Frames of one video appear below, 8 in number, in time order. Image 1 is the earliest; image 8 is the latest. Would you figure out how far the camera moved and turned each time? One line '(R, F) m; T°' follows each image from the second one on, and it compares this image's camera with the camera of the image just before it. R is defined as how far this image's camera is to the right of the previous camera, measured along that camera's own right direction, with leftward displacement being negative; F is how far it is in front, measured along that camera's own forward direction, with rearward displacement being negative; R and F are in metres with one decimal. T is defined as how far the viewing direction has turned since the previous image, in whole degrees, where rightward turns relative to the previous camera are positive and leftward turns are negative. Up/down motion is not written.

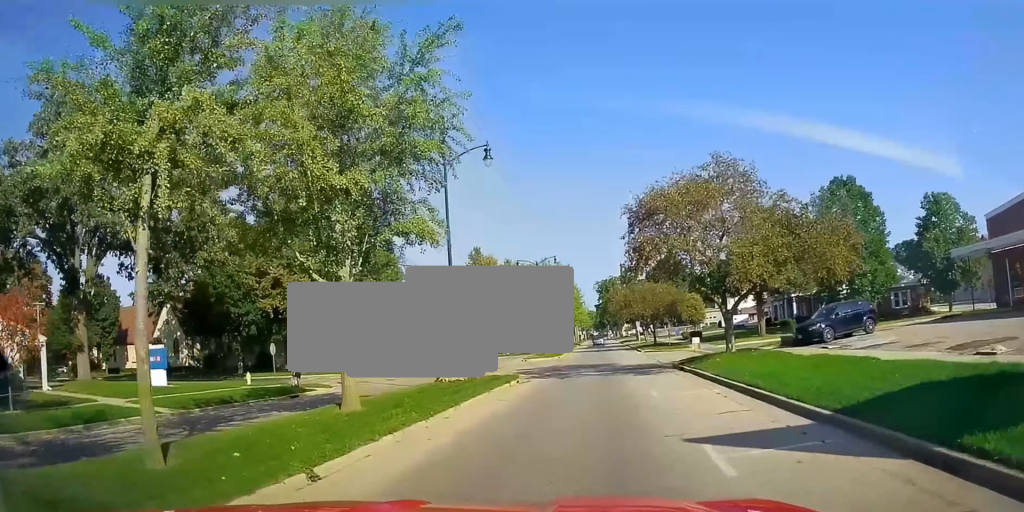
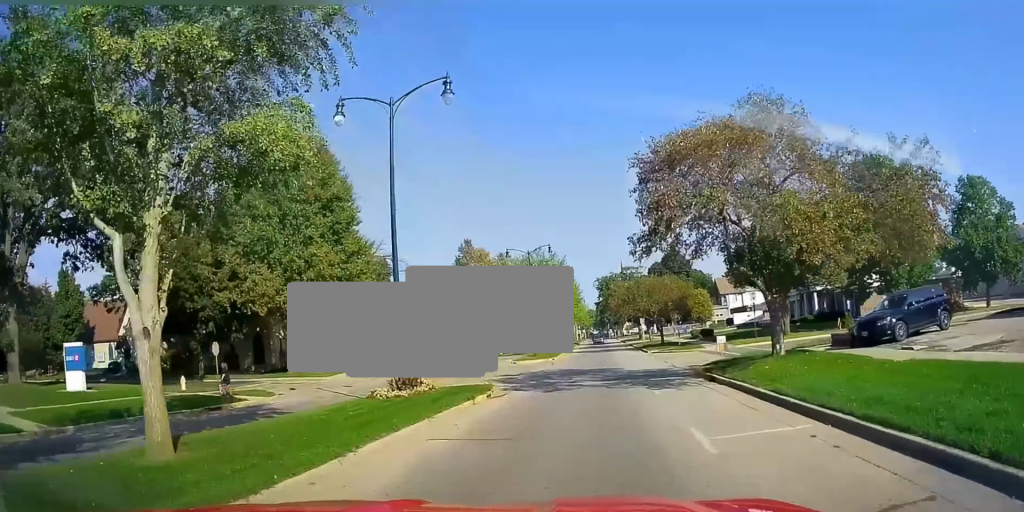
(+0.1, +6.9) m; +1°
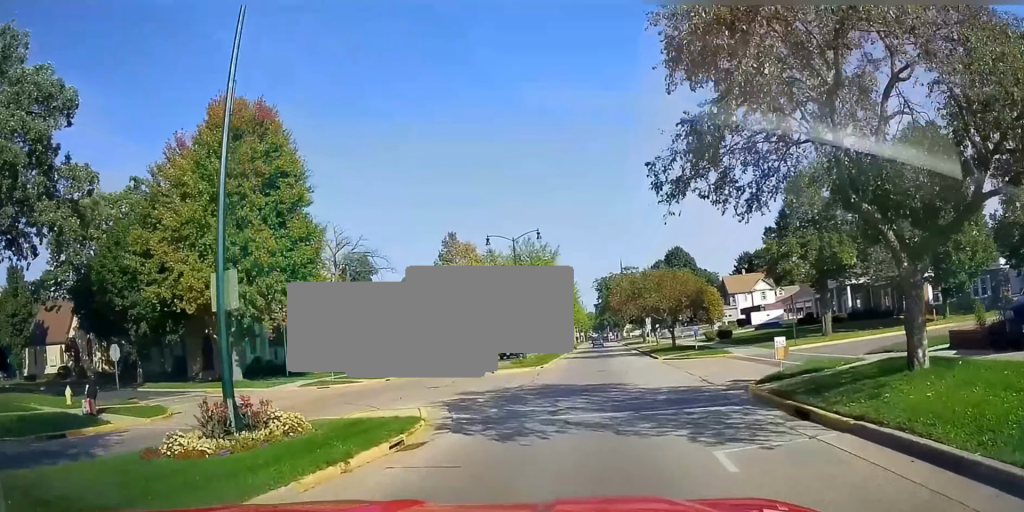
(+0.2, +8.8) m; +1°
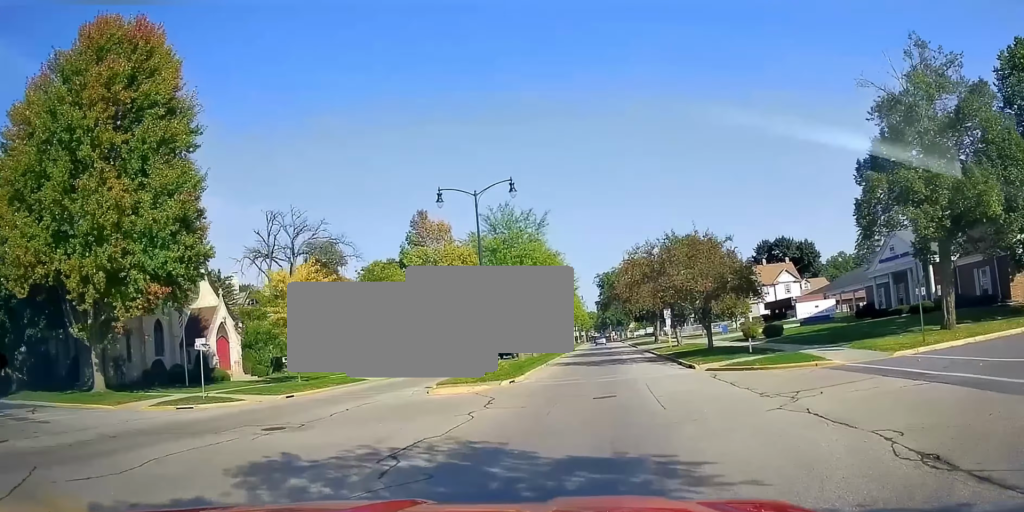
(0.0, +14.2) m; -1°
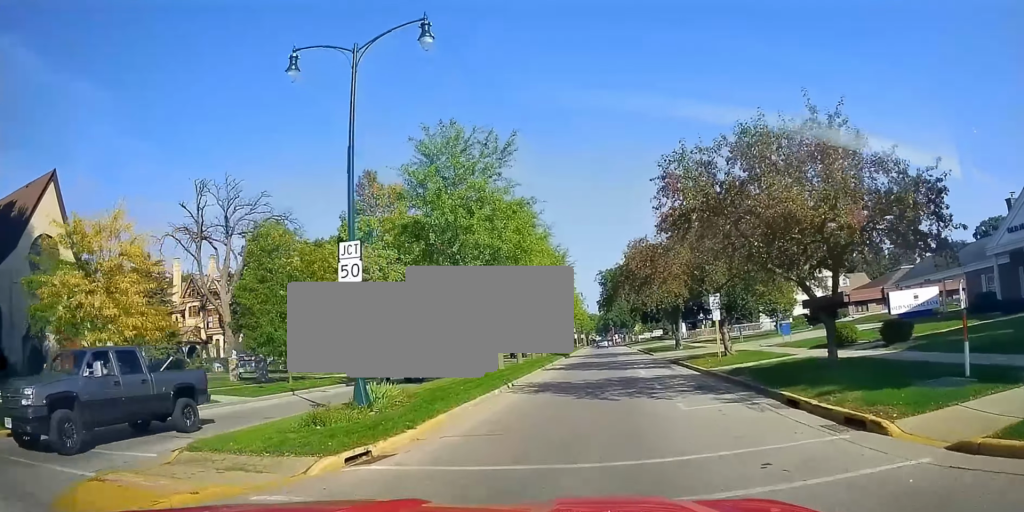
(-0.5, +16.5) m; -2°
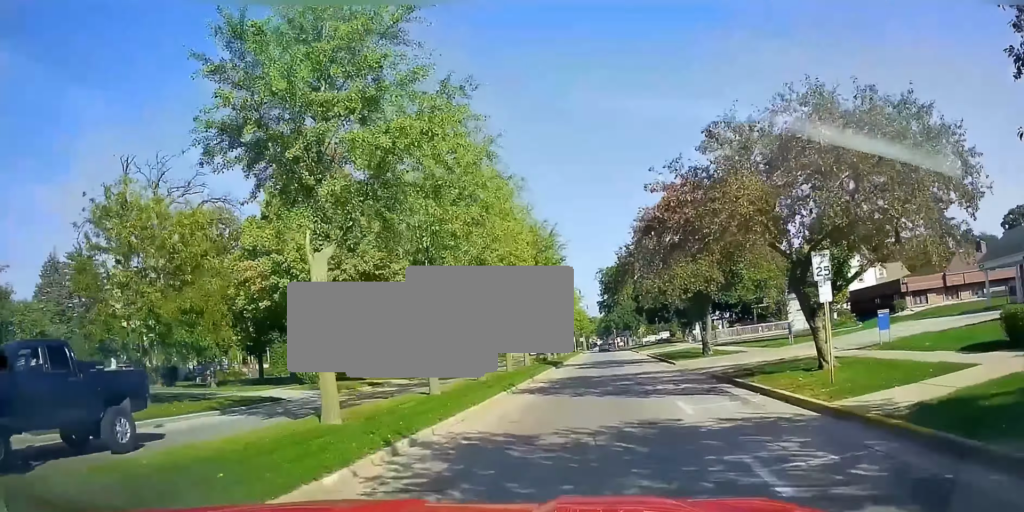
(+0.1, +12.3) m; +2°
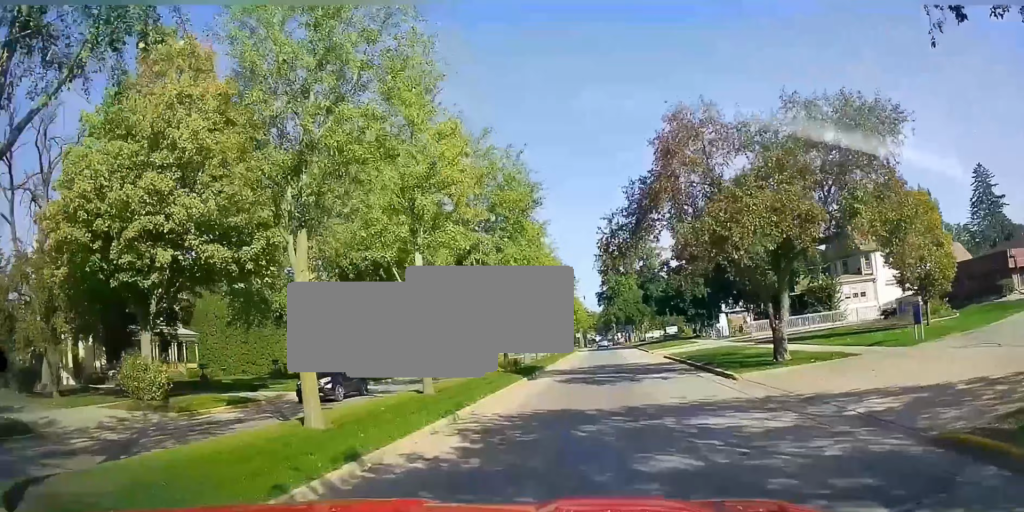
(+0.3, +15.1) m; +1°
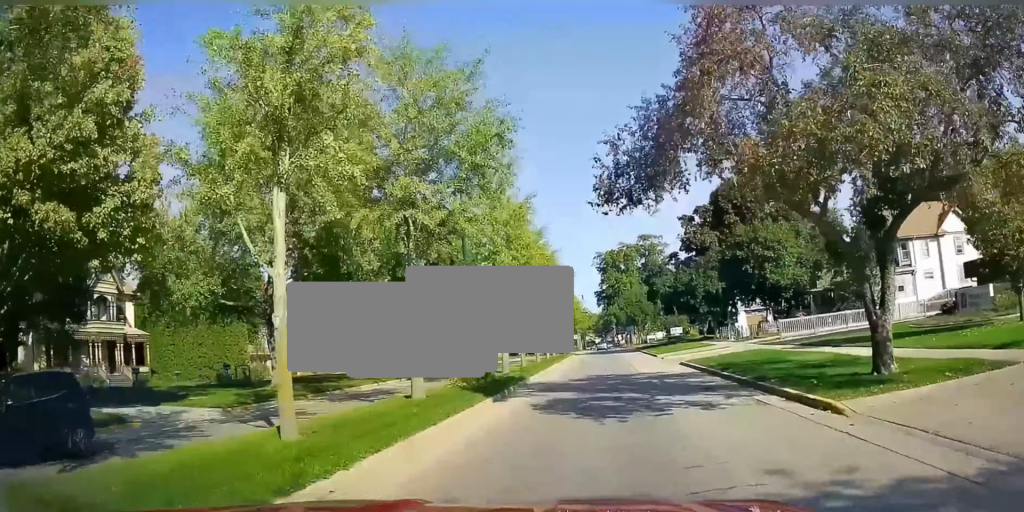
(0.0, +8.0) m; 0°
